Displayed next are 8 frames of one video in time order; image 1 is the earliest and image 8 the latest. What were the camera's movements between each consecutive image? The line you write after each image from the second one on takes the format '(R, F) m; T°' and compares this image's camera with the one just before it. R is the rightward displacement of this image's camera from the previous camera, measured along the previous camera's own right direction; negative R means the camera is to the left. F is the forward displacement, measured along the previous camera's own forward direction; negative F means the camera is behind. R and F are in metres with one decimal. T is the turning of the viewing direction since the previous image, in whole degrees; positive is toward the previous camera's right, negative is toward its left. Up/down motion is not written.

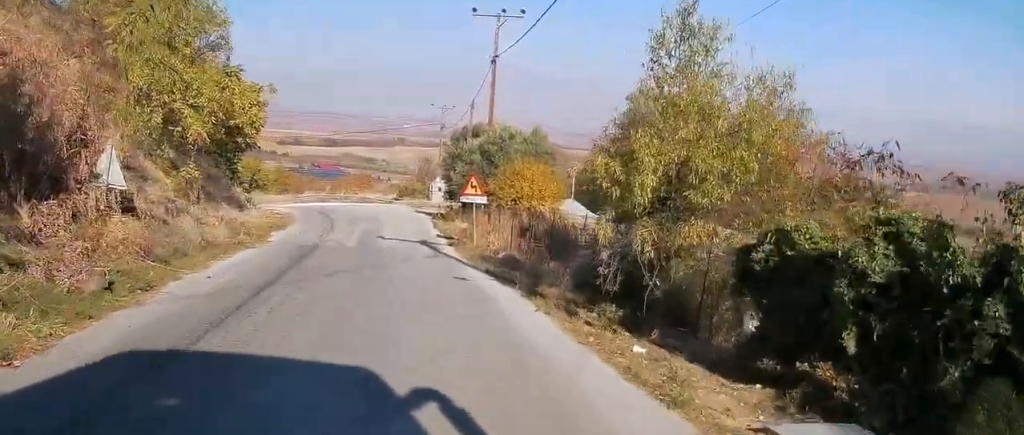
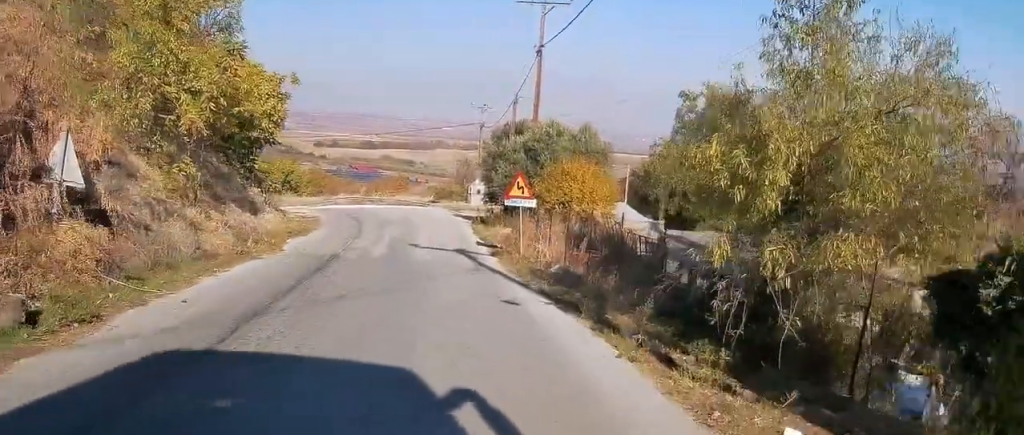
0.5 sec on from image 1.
(0.0, +3.5) m; -2°
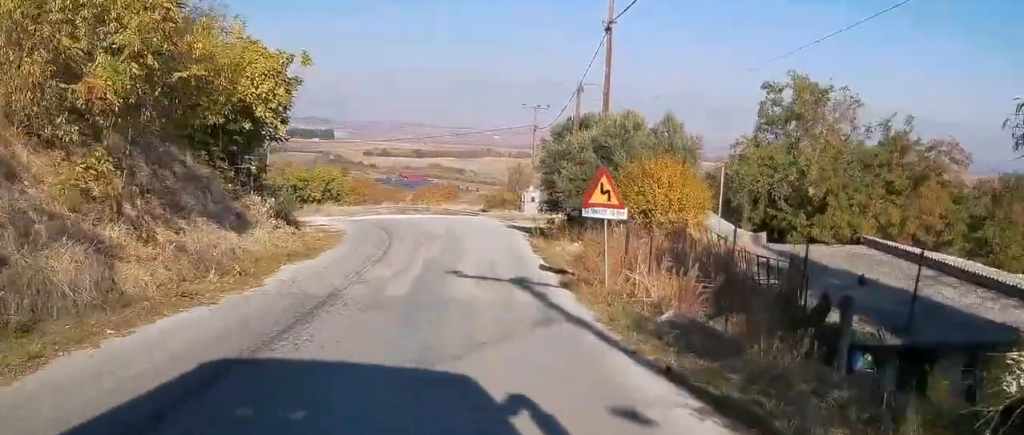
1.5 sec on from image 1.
(-0.3, +7.0) m; -4°
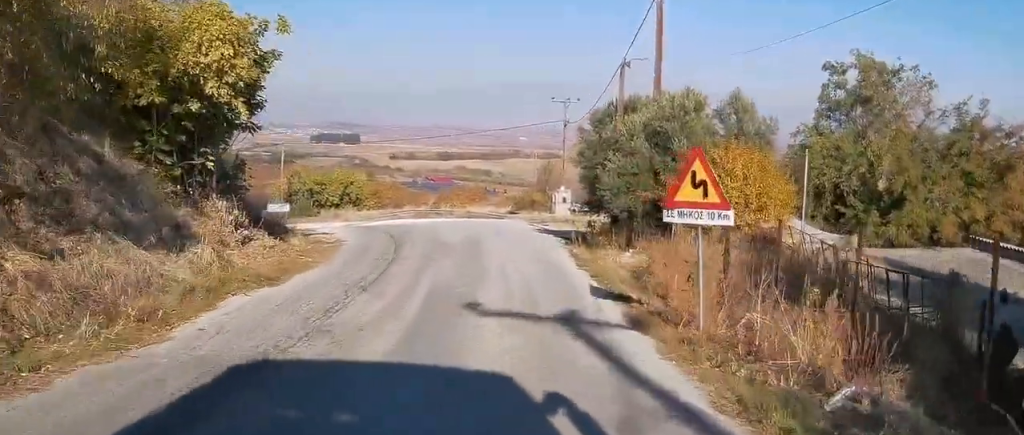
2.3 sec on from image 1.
(-0.1, +4.7) m; -1°
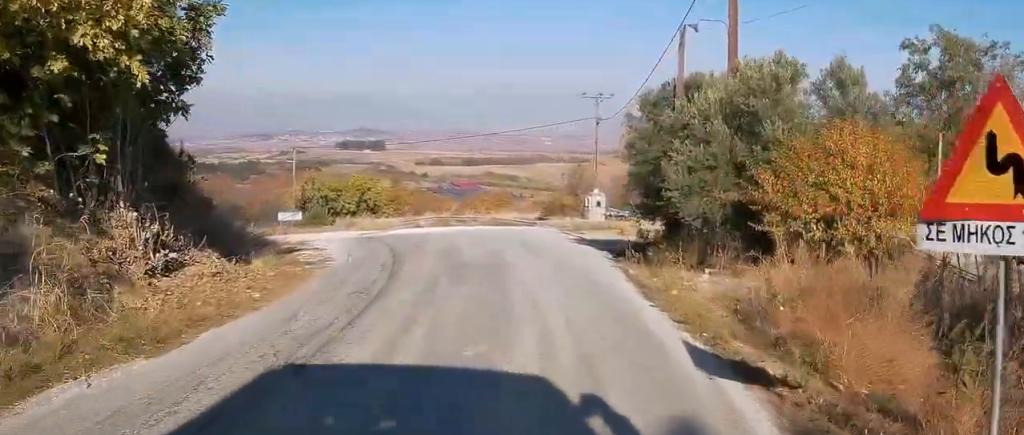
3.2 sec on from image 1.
(0.0, +3.7) m; -1°
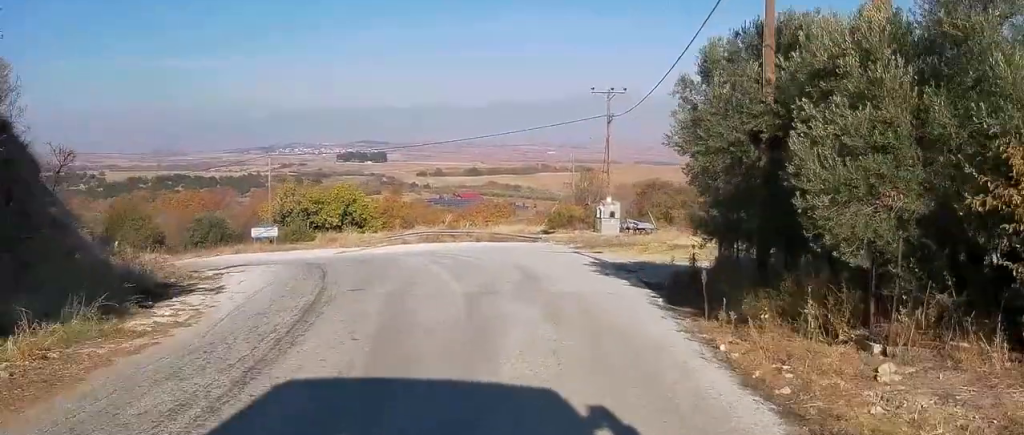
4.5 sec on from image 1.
(-0.1, +5.6) m; -1°
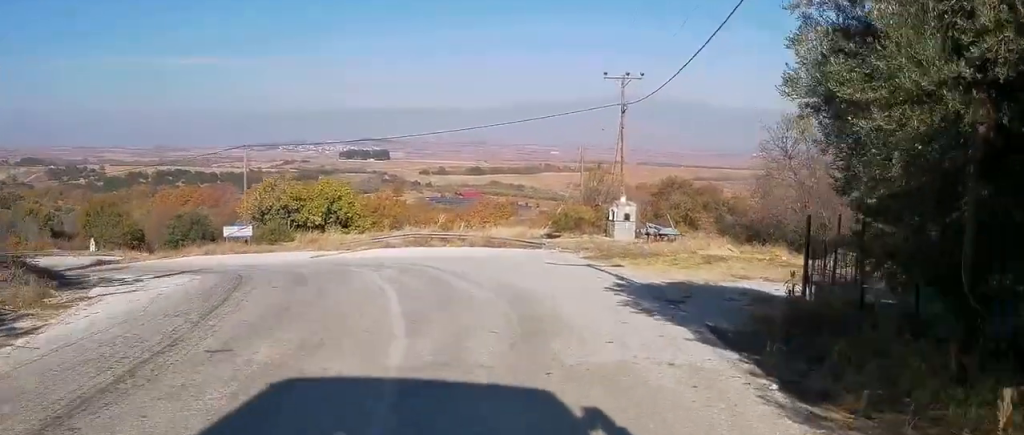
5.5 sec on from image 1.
(0.0, +7.5) m; +1°
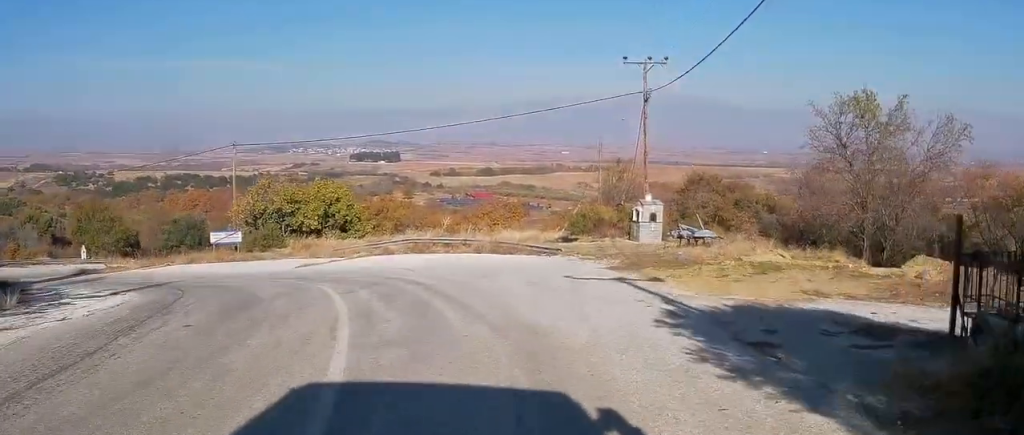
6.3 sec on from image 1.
(+0.1, +5.8) m; 0°
